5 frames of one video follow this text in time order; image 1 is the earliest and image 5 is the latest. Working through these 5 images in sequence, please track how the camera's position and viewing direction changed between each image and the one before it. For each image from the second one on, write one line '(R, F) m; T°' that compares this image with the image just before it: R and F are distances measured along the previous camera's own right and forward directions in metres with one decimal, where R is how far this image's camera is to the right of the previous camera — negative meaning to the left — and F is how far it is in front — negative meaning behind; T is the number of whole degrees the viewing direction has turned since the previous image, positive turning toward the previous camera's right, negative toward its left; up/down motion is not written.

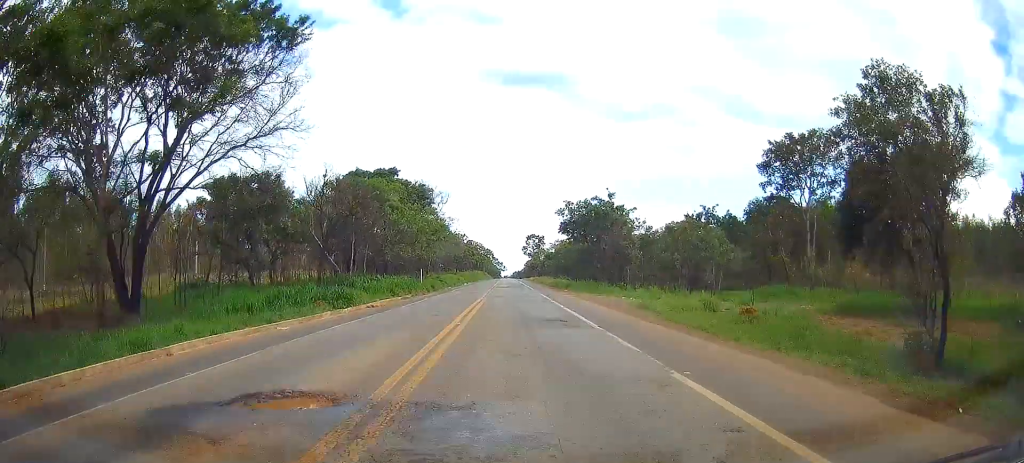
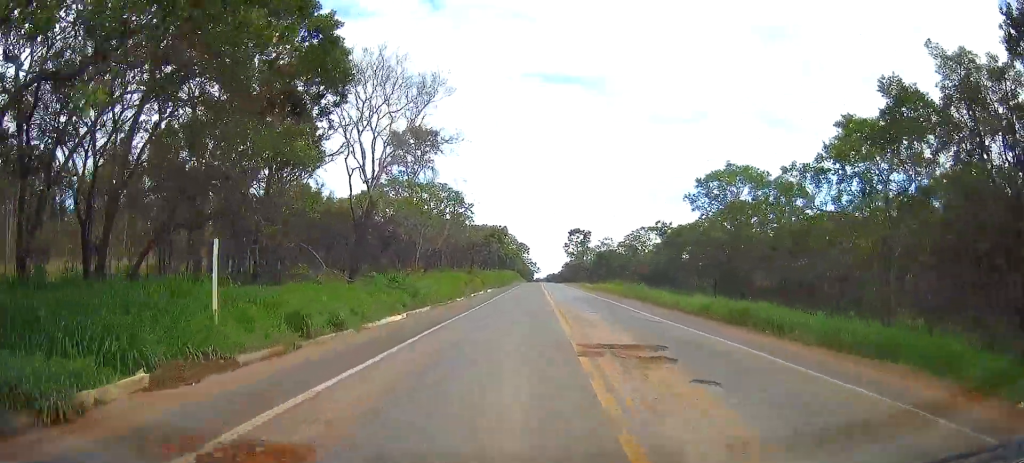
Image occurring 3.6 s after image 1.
(-0.1, +50.2) m; -2°
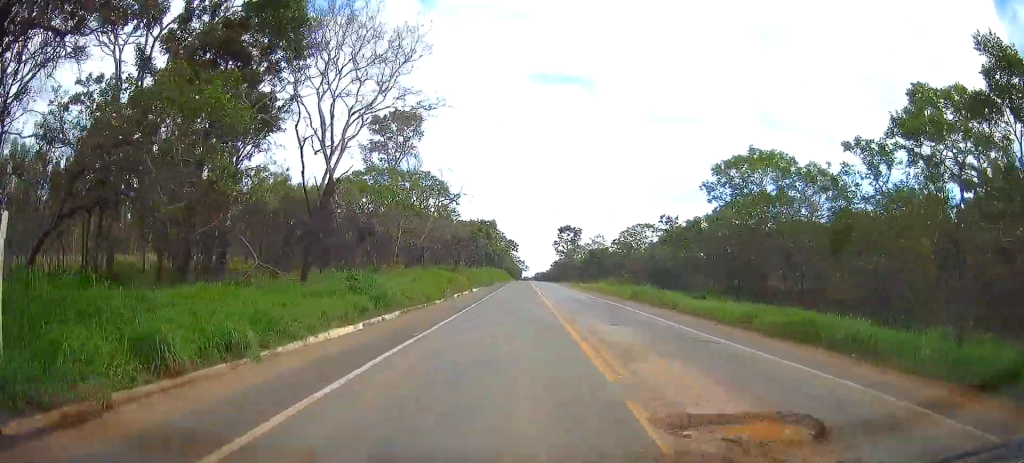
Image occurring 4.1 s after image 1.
(-0.2, +6.3) m; 0°
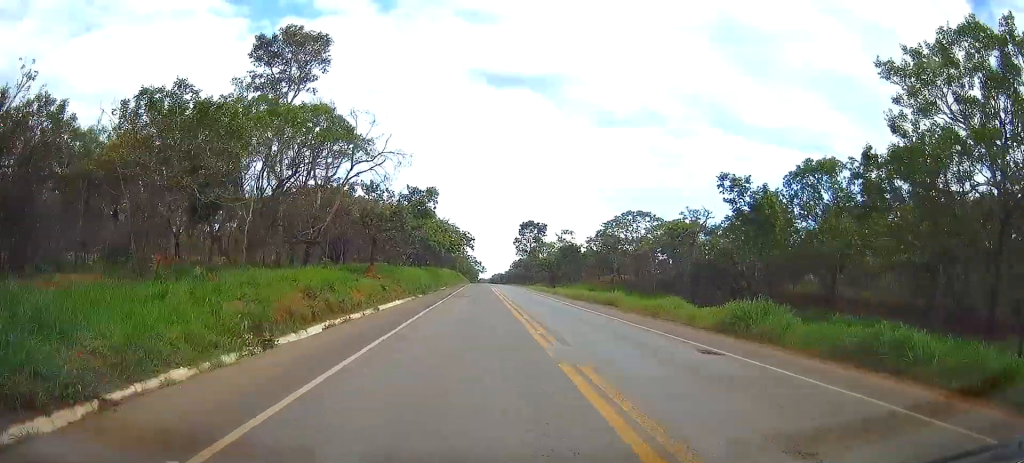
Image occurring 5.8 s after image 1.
(+0.4, +25.8) m; +3°
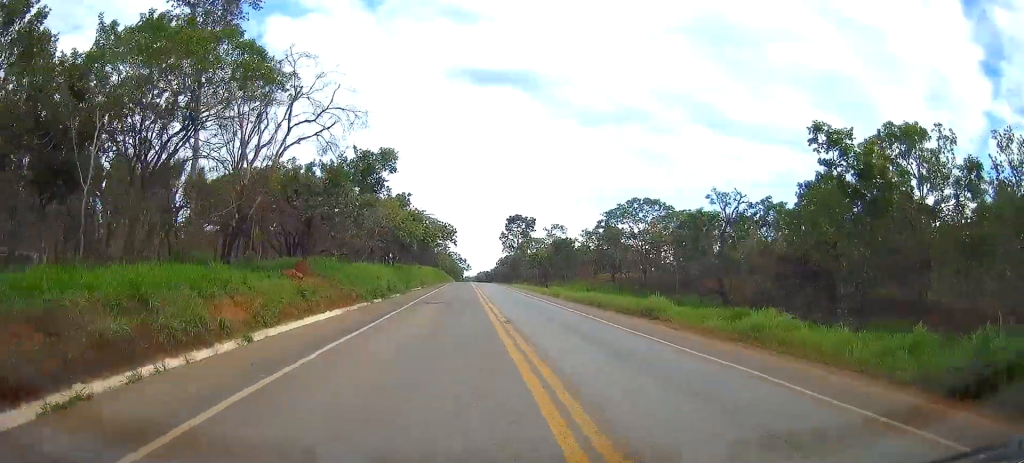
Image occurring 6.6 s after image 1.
(0.0, +12.3) m; +2°
